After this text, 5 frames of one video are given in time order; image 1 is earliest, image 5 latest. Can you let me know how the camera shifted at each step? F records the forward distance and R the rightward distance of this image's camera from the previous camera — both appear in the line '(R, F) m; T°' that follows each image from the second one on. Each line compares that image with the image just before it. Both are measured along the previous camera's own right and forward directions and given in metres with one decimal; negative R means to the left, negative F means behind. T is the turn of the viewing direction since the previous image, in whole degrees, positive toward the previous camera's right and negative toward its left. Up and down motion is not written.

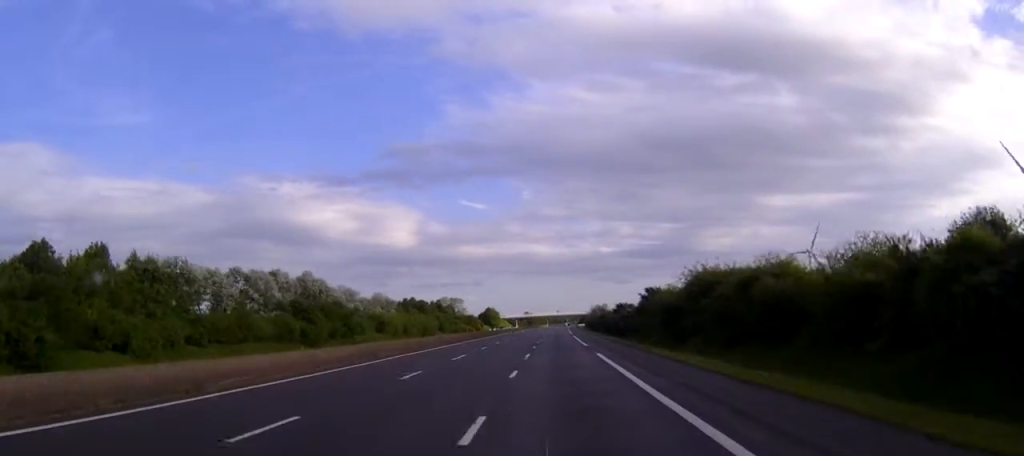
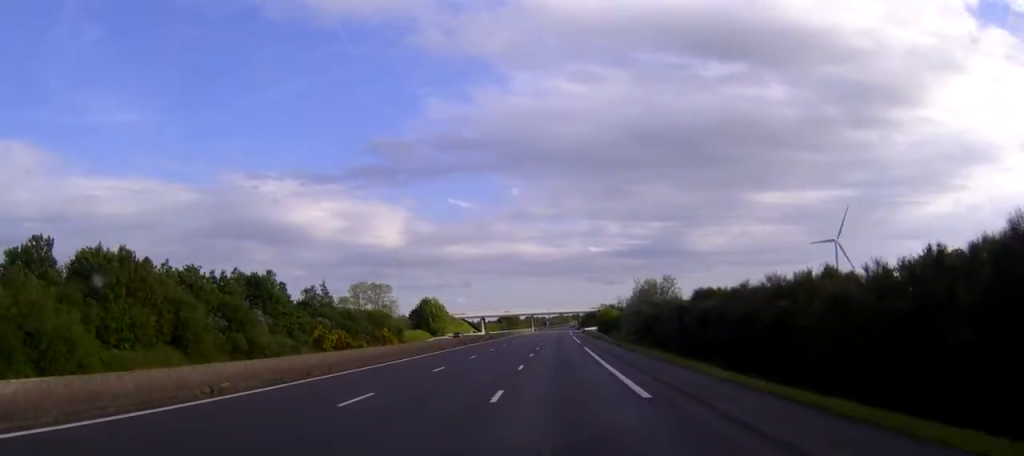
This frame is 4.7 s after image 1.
(+1.1, +136.1) m; +1°
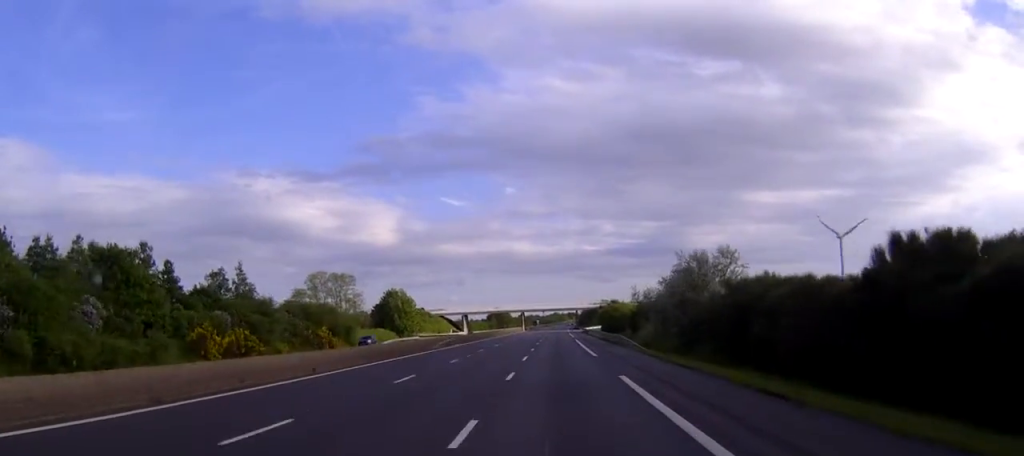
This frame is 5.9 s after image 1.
(+0.1, +32.7) m; 0°
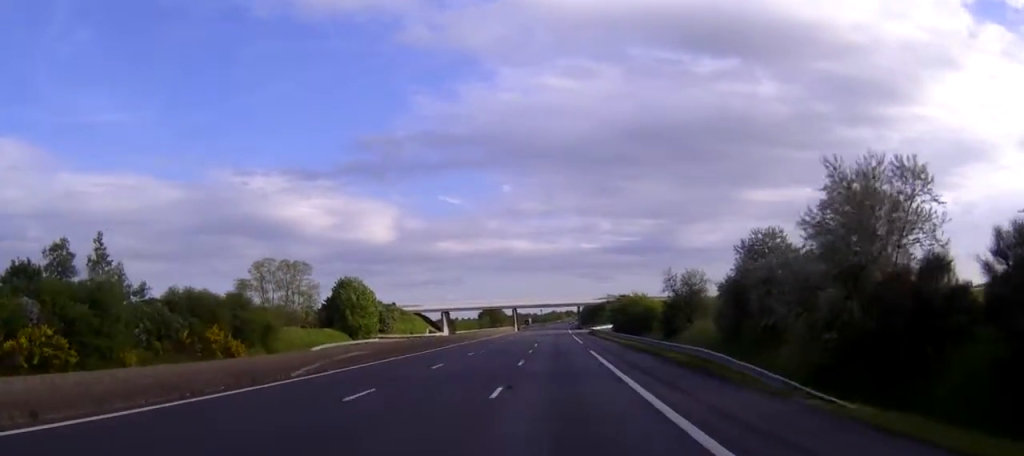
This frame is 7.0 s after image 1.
(+0.1, +31.8) m; 0°
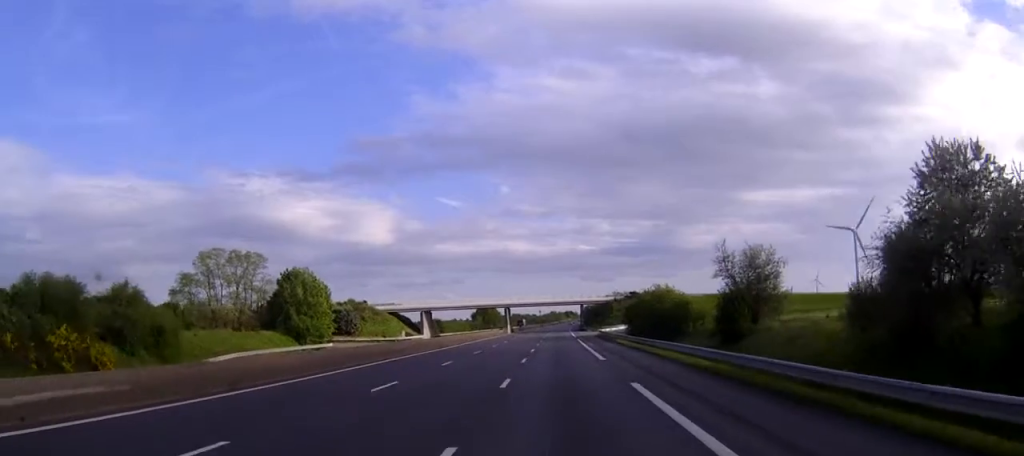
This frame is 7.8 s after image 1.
(-0.1, +23.2) m; 0°
